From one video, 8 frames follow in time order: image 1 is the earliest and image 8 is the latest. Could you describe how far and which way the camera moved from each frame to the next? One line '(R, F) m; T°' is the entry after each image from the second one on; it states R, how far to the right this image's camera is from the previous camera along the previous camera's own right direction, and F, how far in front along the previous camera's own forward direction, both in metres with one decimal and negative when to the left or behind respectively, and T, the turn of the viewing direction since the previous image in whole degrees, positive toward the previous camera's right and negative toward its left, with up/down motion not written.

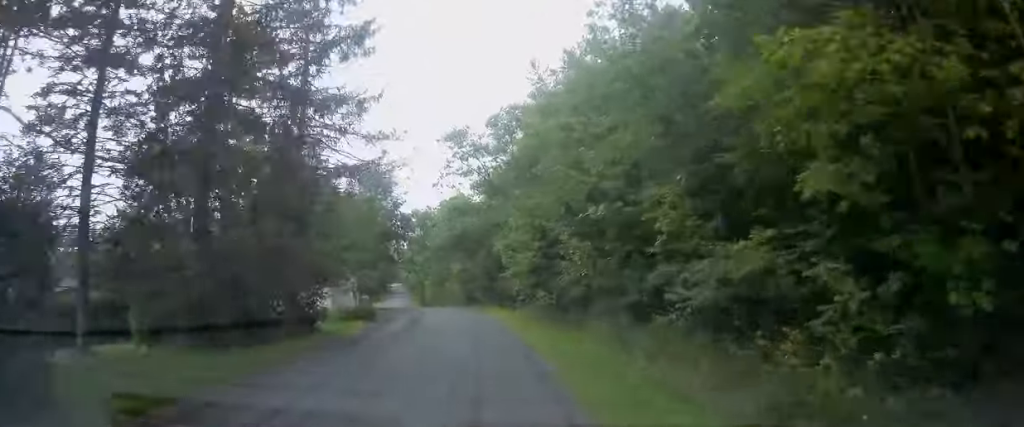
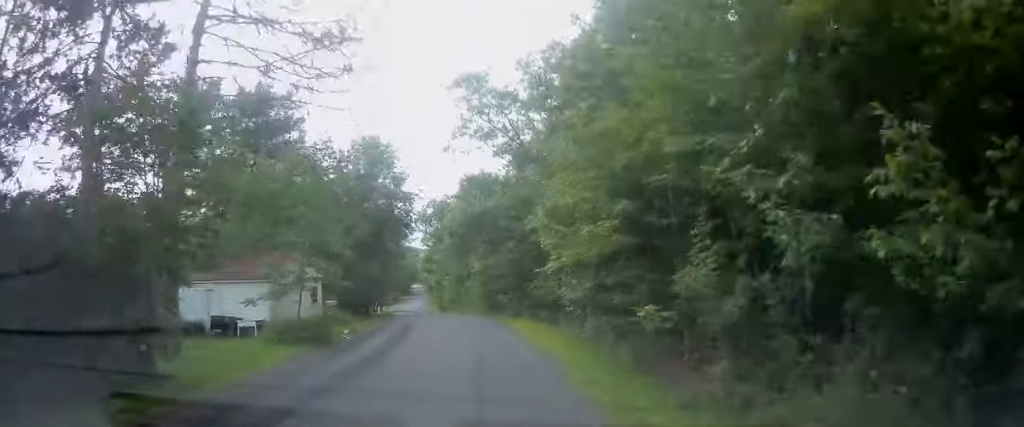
(-0.4, +14.0) m; -2°
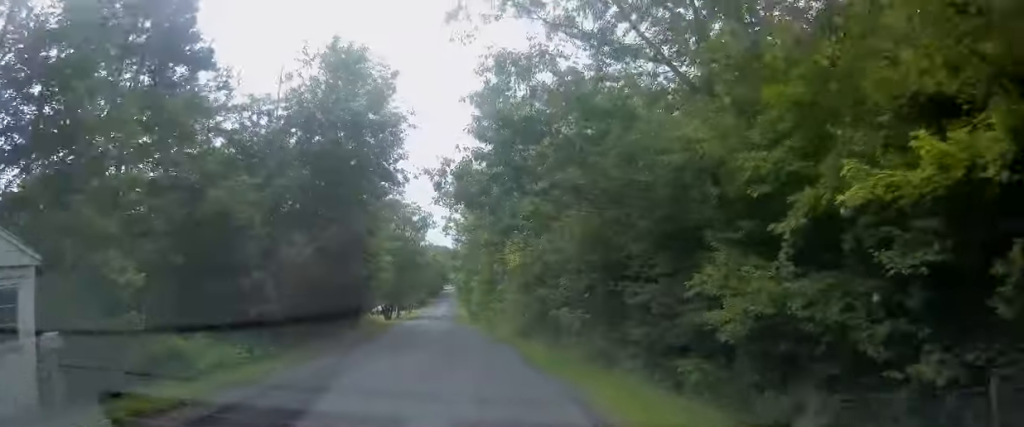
(-0.3, +20.0) m; -3°
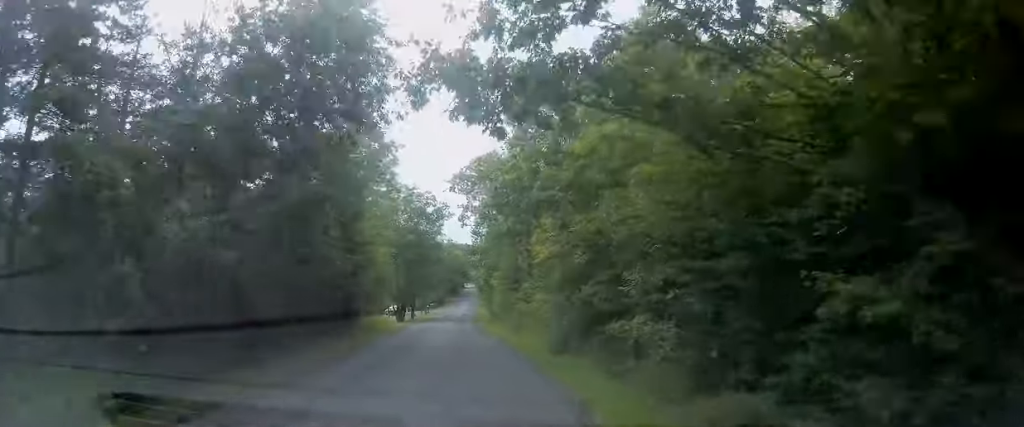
(-0.3, +8.6) m; -2°
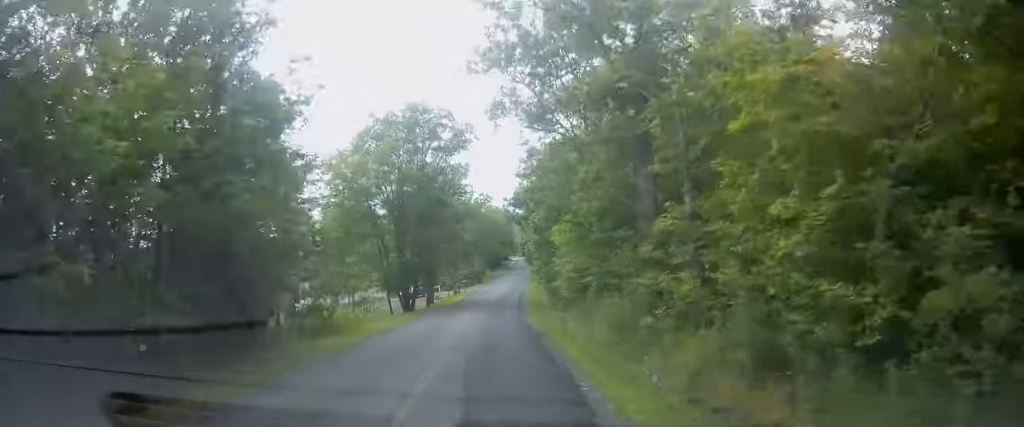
(-1.4, +29.4) m; -4°
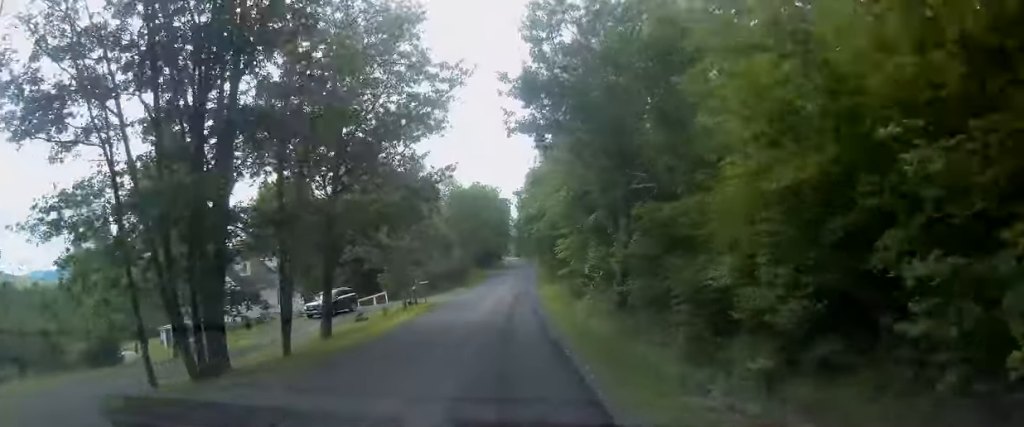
(-0.9, +37.3) m; -1°
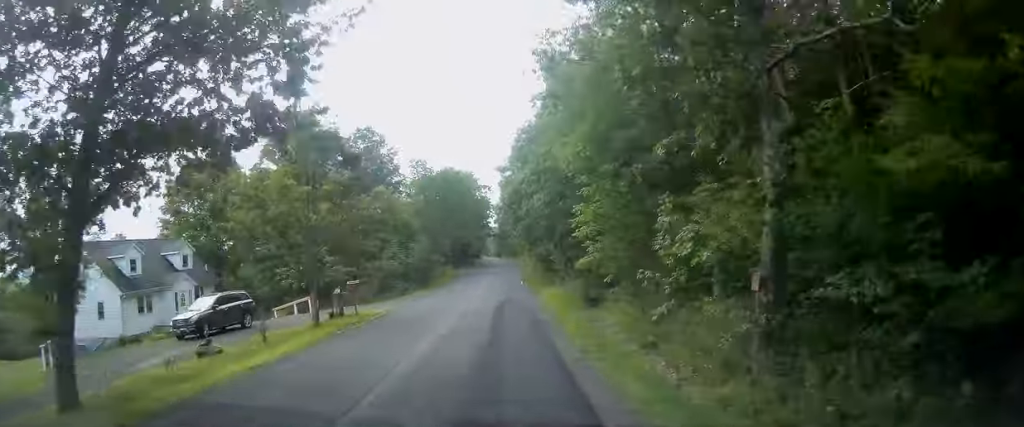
(+0.6, +16.1) m; +2°
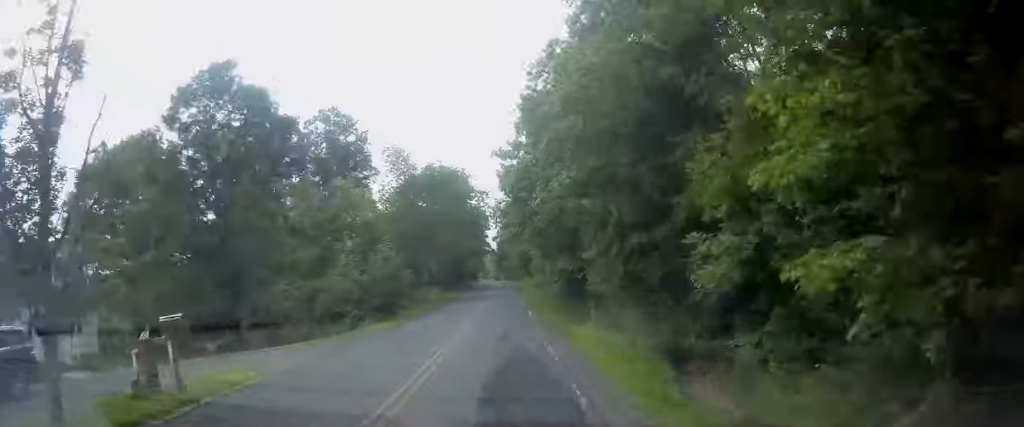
(+0.1, +15.6) m; 0°
